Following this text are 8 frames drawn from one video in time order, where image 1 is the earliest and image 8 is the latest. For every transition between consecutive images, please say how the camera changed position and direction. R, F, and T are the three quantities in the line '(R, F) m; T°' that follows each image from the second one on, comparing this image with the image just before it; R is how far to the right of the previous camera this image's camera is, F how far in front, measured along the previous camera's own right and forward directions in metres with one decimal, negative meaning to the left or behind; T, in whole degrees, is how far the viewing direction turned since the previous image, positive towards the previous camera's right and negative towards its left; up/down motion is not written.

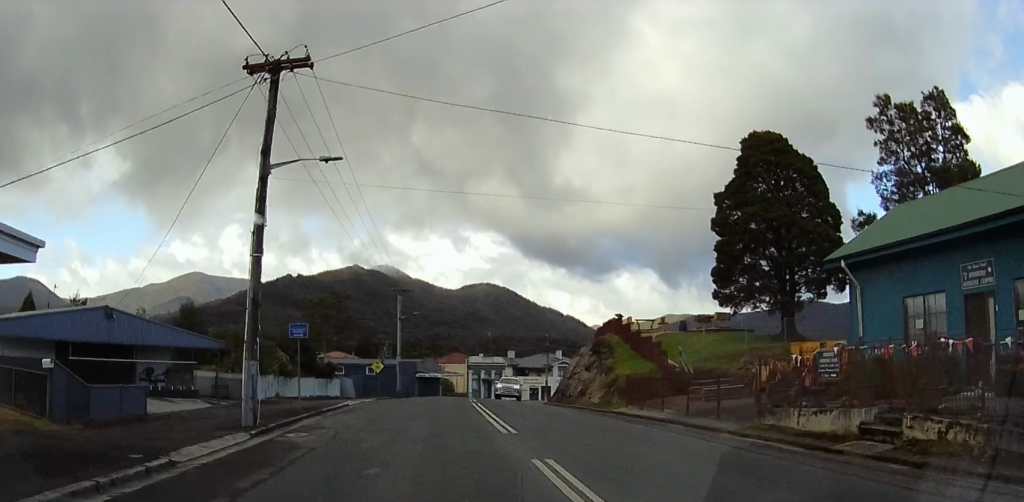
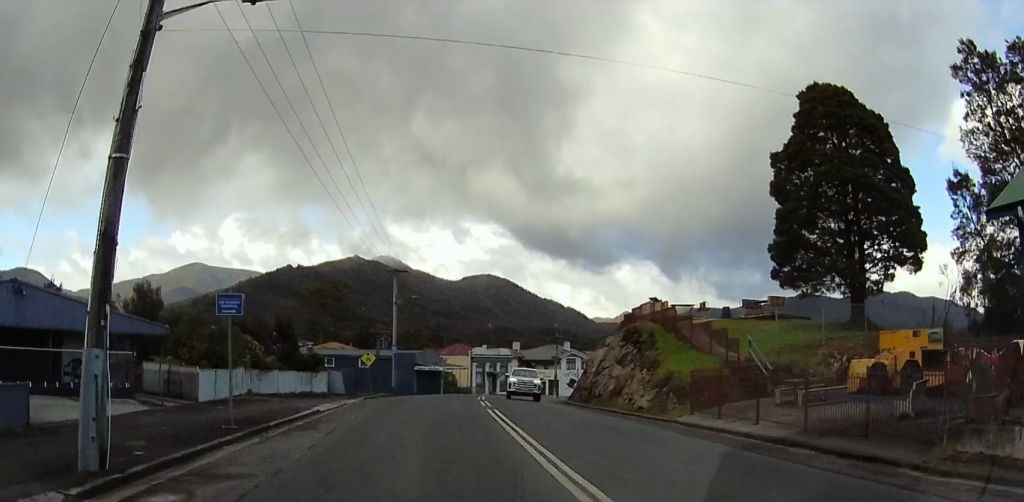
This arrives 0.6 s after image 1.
(-0.1, +7.7) m; 0°
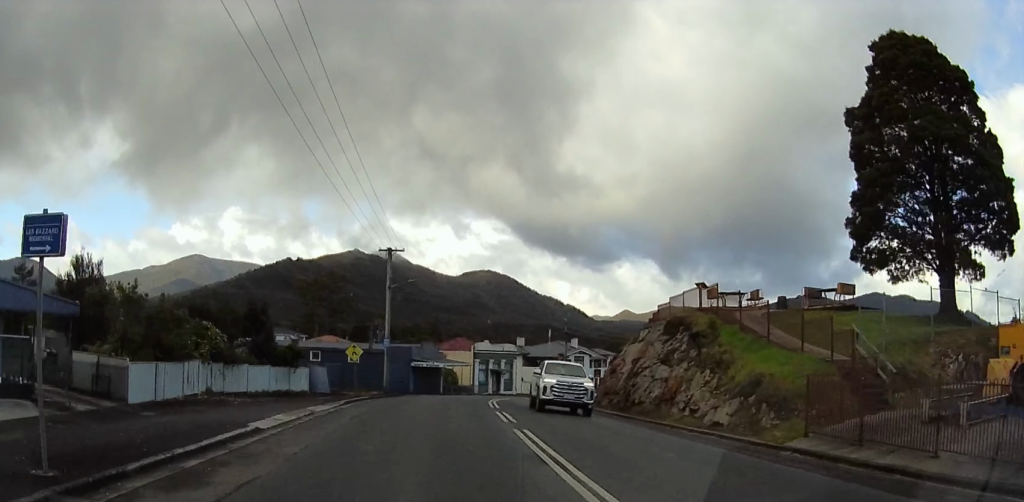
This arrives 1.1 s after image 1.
(0.0, +7.5) m; 0°
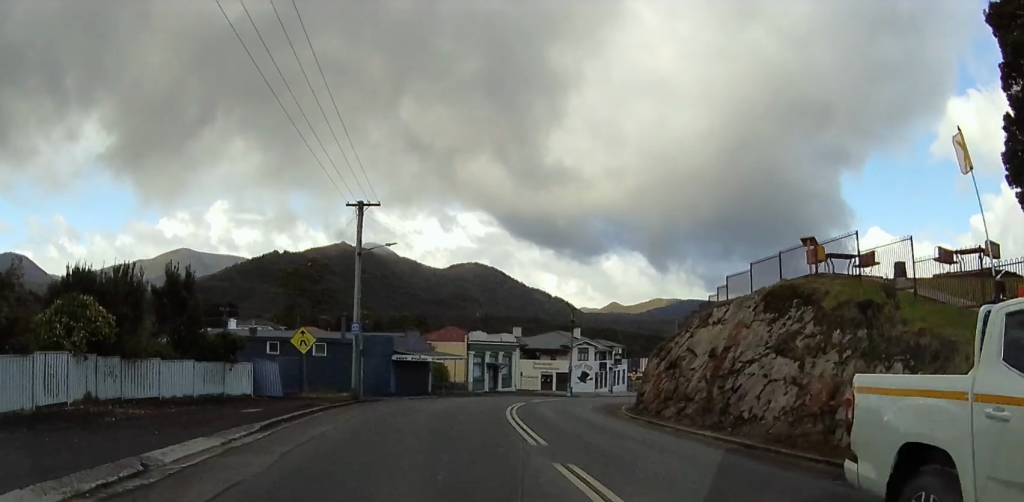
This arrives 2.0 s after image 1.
(+0.1, +11.2) m; +5°
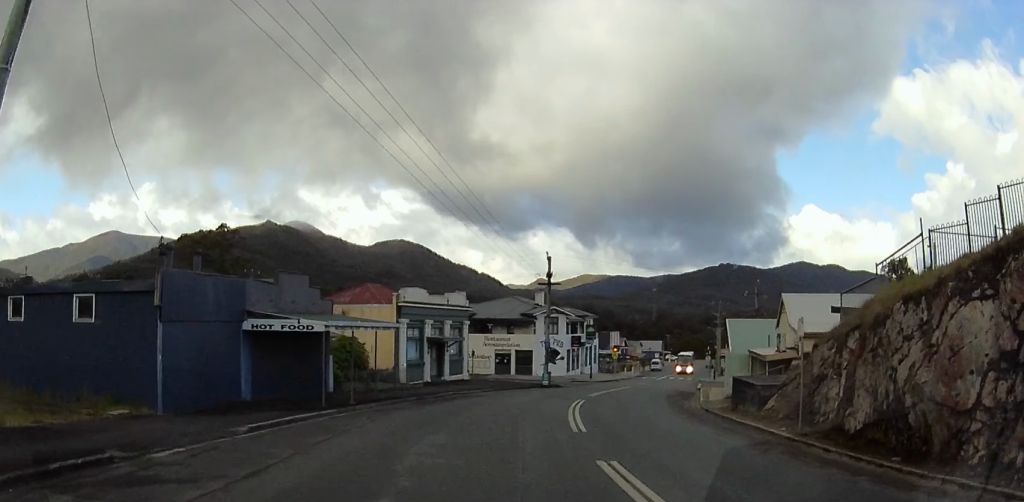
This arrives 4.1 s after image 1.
(+2.1, +24.6) m; +9°
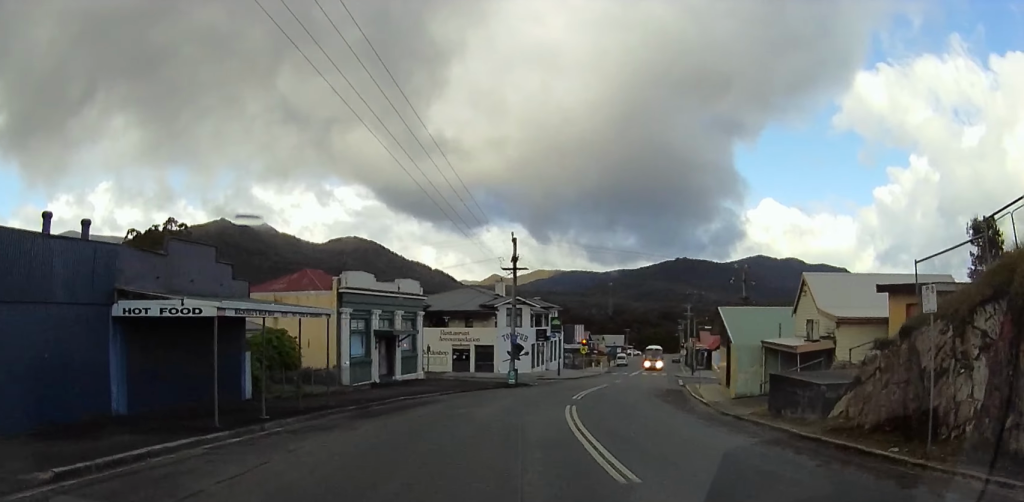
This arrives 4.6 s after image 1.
(+0.3, +6.6) m; +3°
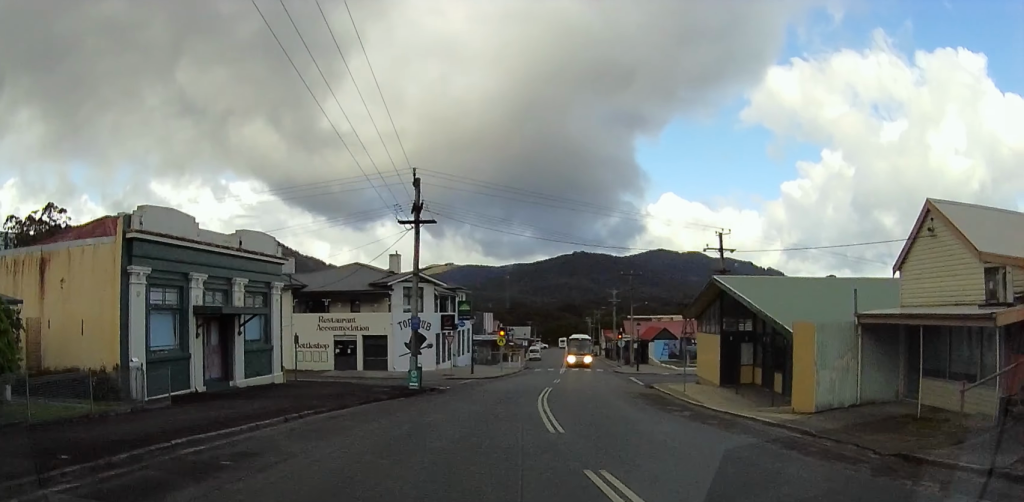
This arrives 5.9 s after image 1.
(+0.8, +14.8) m; +6°
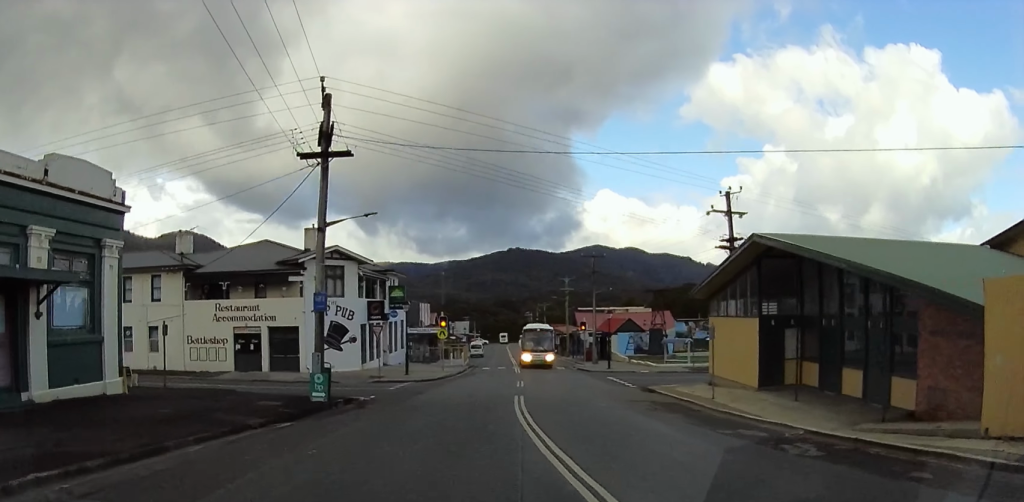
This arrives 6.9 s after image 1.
(+0.6, +10.6) m; +5°
